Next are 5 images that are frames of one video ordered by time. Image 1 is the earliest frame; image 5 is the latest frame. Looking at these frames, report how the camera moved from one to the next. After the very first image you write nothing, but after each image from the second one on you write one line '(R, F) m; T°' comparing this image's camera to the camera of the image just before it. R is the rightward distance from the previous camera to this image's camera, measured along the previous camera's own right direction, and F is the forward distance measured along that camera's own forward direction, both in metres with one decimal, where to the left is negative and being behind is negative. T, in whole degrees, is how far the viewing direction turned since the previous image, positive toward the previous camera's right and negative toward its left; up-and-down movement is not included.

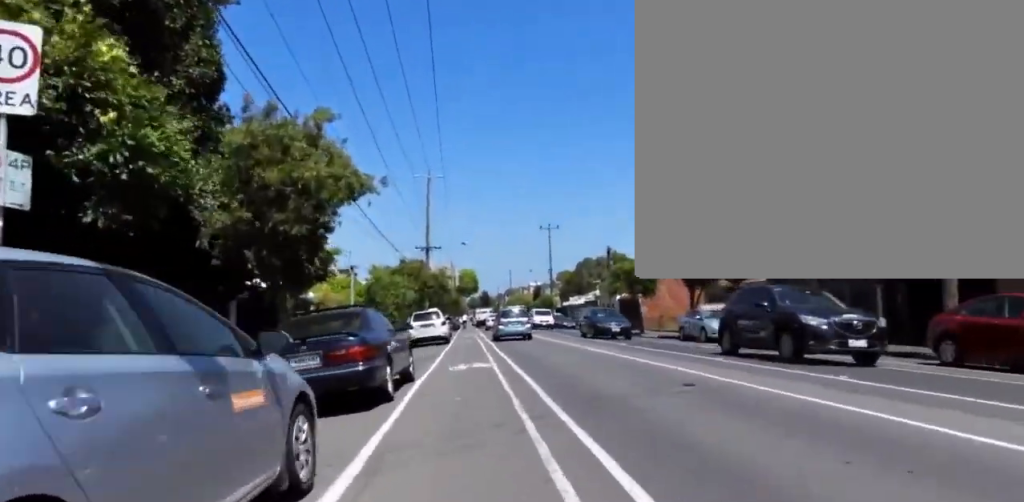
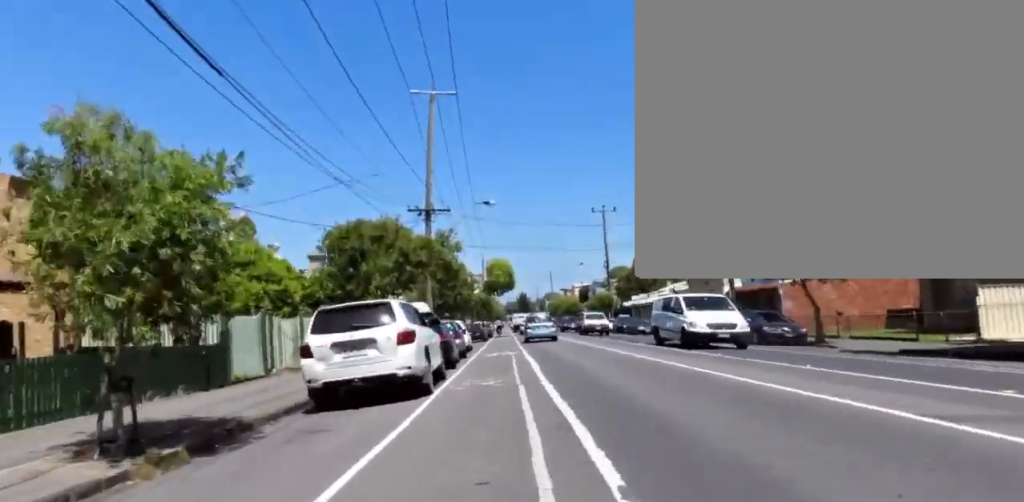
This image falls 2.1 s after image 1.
(+0.8, +19.3) m; +1°
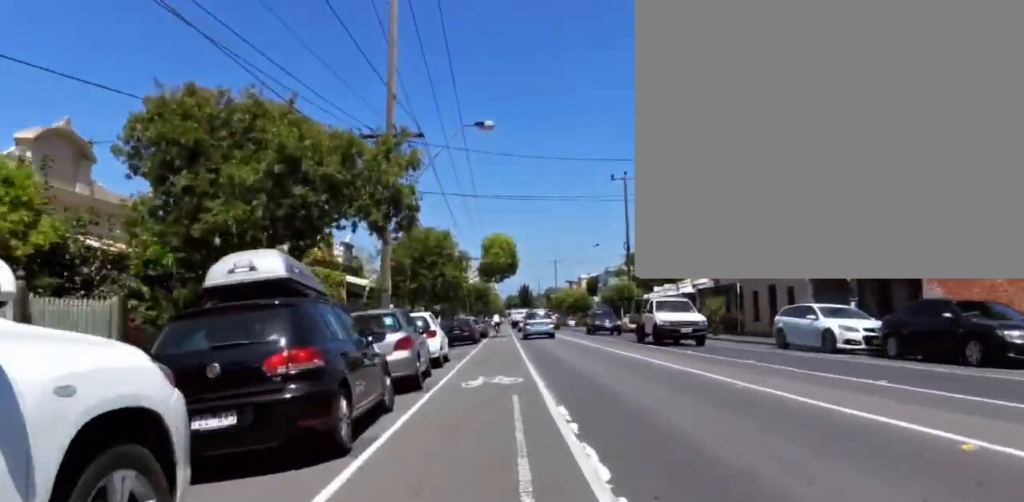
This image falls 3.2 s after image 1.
(-0.2, +10.7) m; -4°
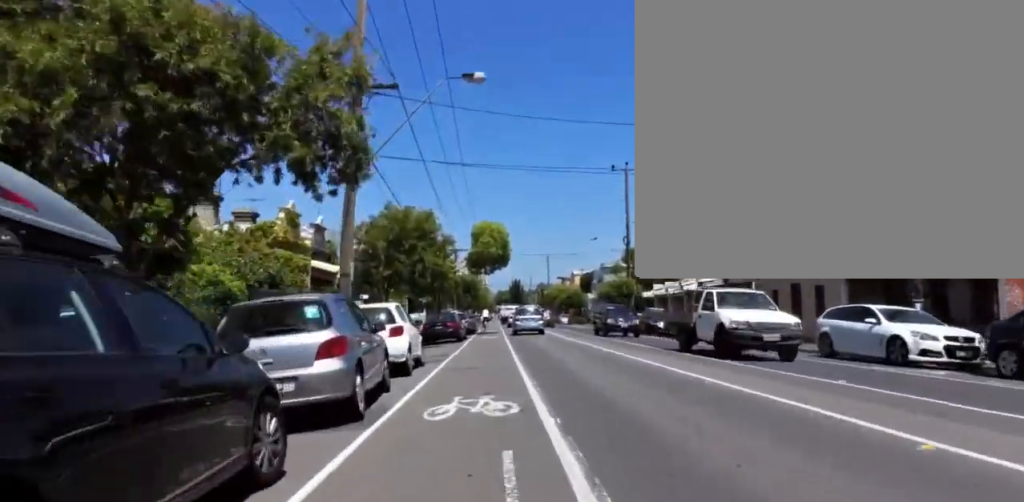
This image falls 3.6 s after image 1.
(-0.1, +3.8) m; -1°
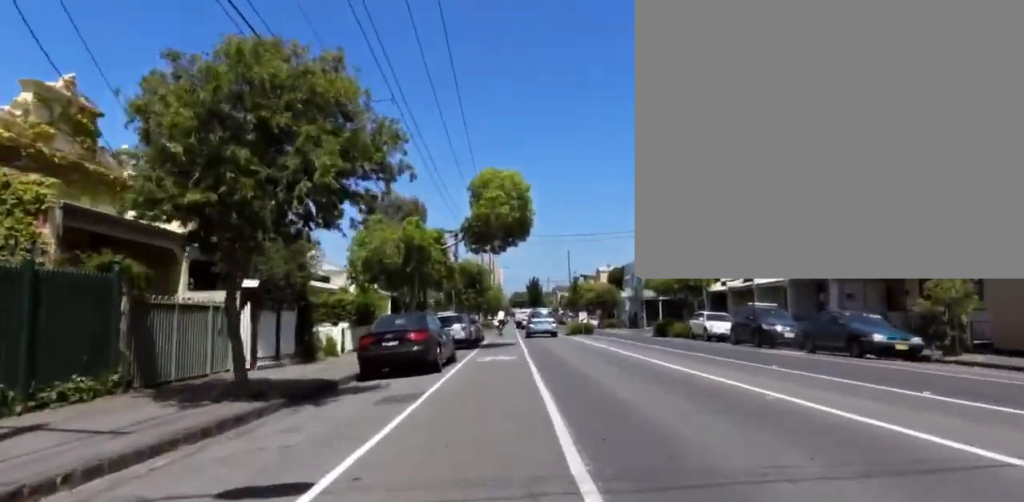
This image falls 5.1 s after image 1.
(0.0, +14.6) m; +3°
